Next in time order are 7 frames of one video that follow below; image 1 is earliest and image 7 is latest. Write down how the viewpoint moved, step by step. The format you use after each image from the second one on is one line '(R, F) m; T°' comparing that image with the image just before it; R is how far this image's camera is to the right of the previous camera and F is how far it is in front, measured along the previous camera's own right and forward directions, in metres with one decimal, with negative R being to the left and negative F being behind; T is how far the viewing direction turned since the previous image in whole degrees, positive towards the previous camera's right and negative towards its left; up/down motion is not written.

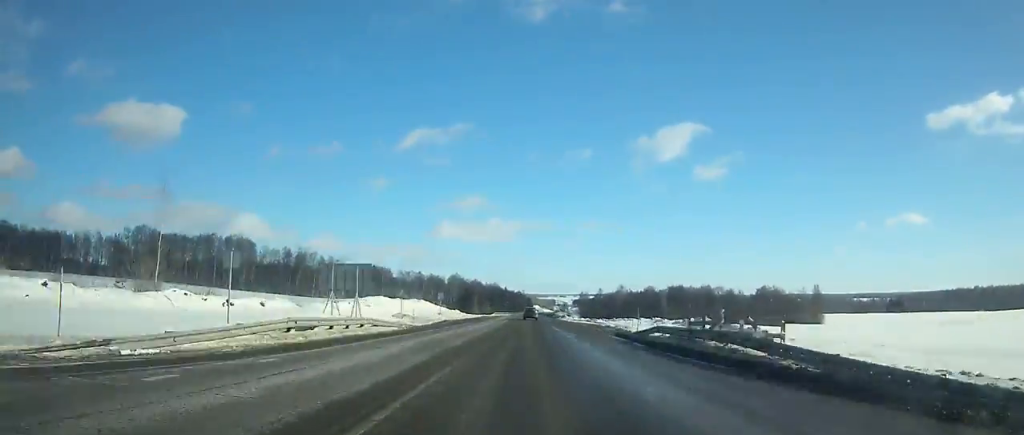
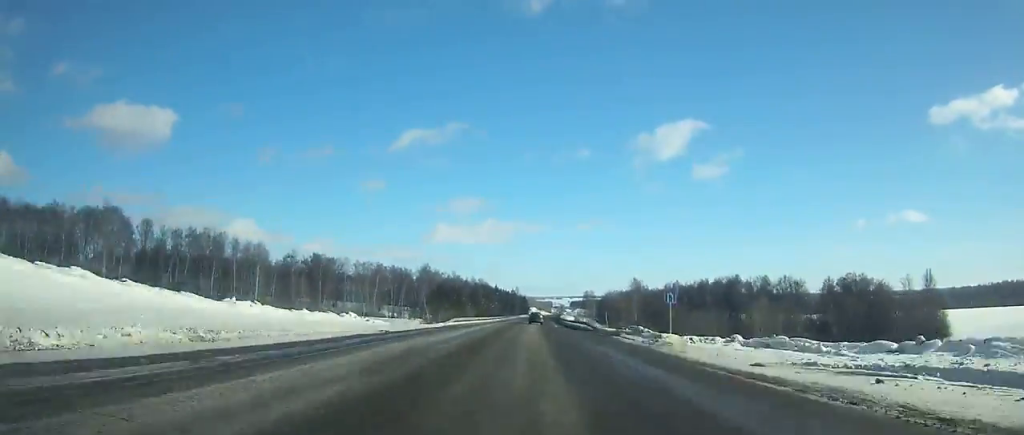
(+0.6, +75.4) m; +1°
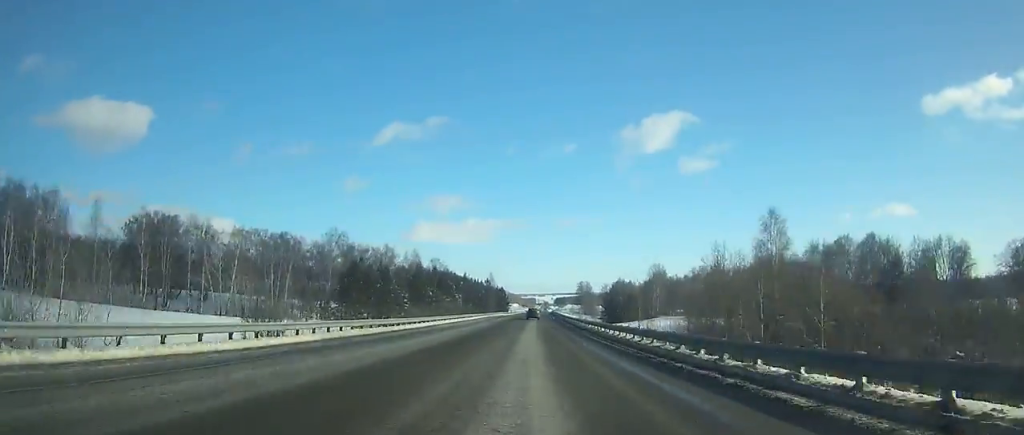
(+0.8, +87.0) m; +1°
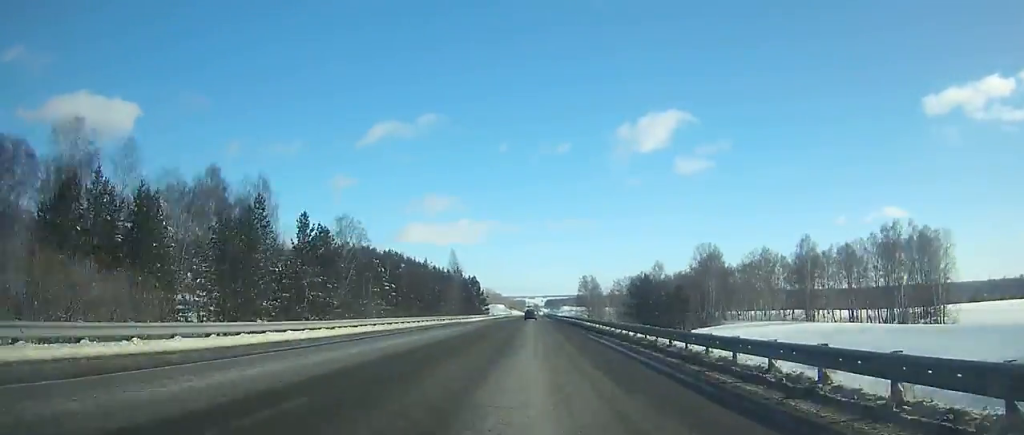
(+0.9, +80.2) m; +1°
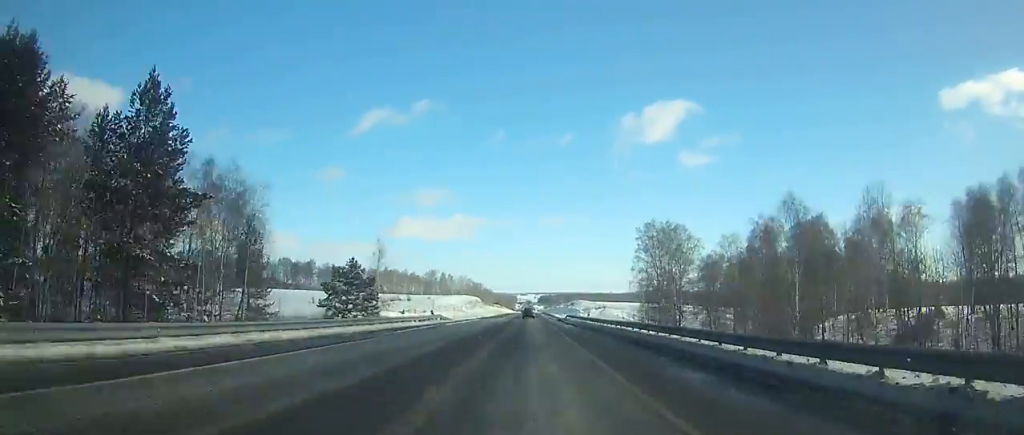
(+1.2, +159.8) m; +1°
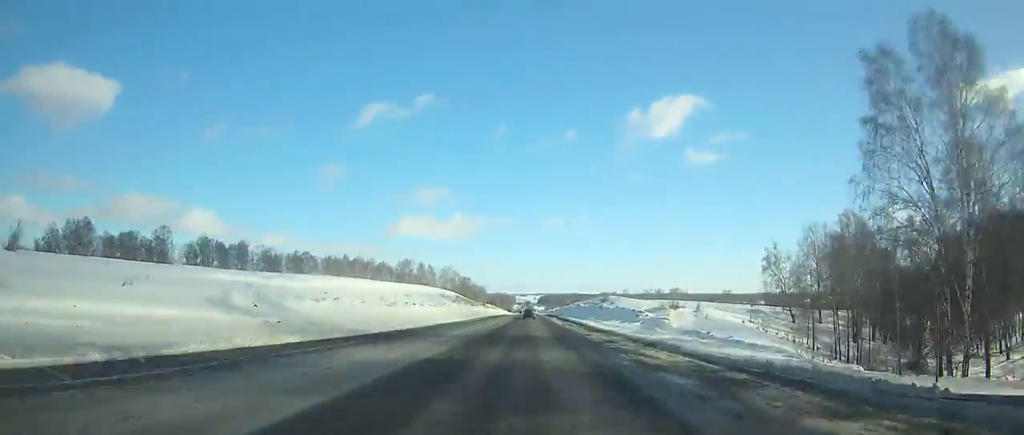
(+0.1, +81.3) m; 0°
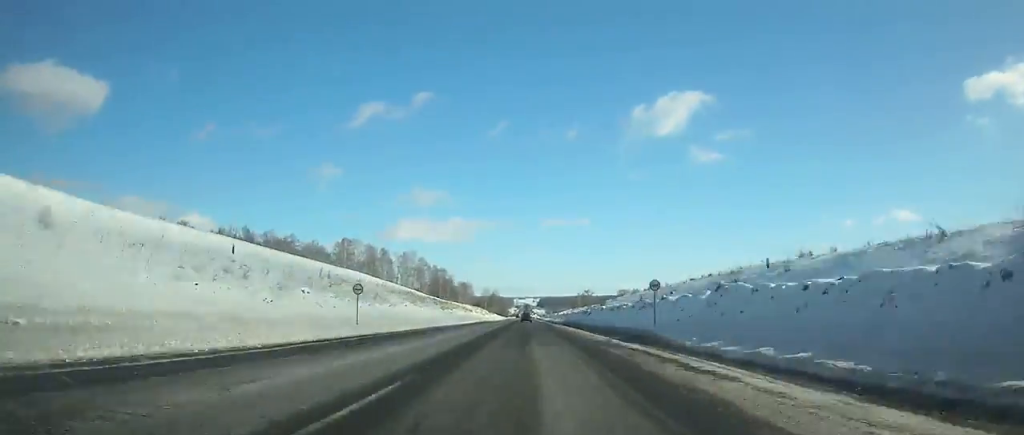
(+0.1, +102.3) m; 0°
